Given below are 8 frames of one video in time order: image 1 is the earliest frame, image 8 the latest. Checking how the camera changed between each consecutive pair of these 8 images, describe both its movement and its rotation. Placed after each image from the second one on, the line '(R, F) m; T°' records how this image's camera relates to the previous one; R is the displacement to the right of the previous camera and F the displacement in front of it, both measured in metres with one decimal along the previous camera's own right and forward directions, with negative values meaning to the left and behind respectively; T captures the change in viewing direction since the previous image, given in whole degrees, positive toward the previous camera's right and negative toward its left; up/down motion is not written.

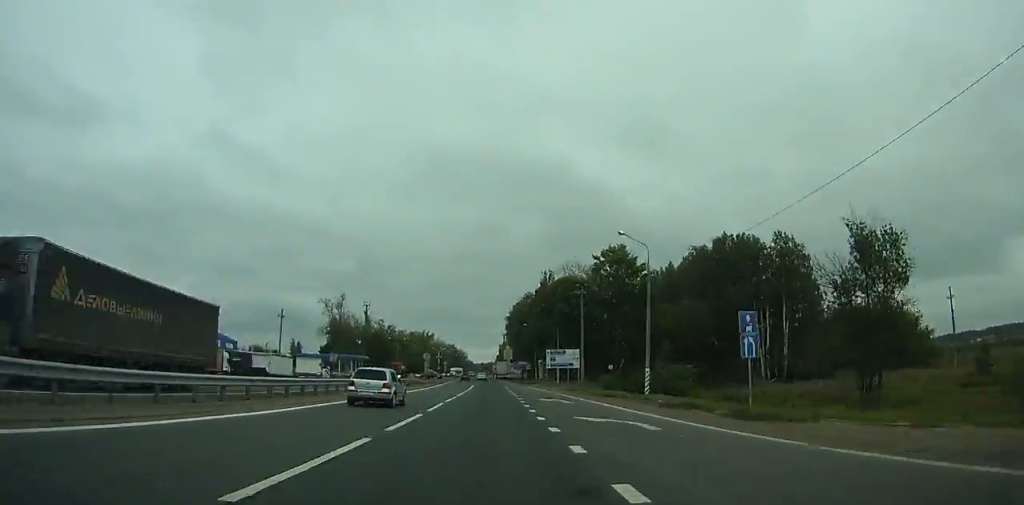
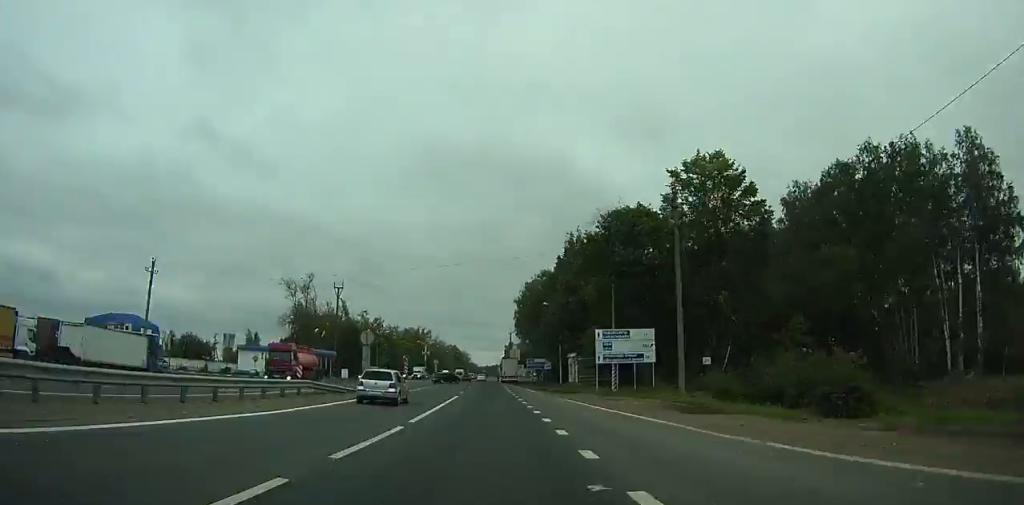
(+0.4, +35.0) m; 0°
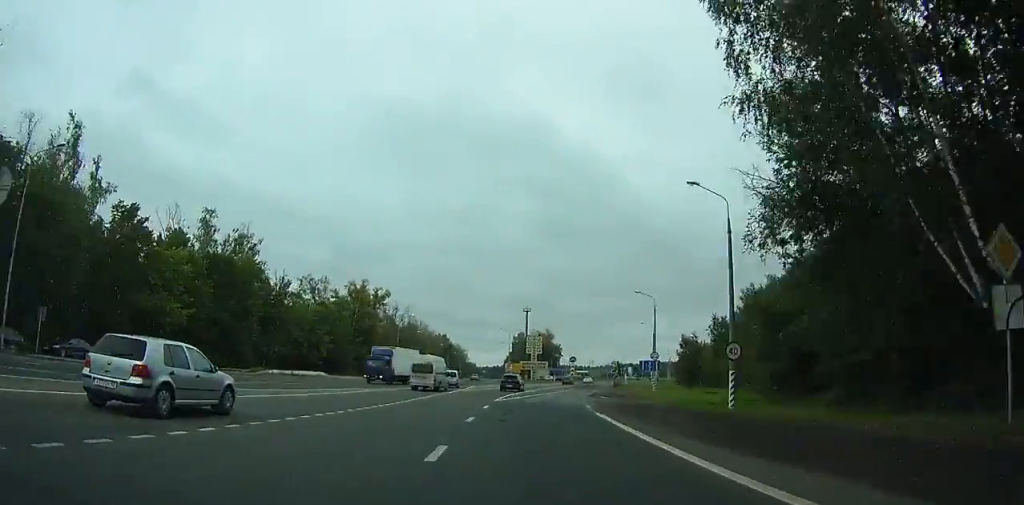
(-3.1, +114.9) m; 0°
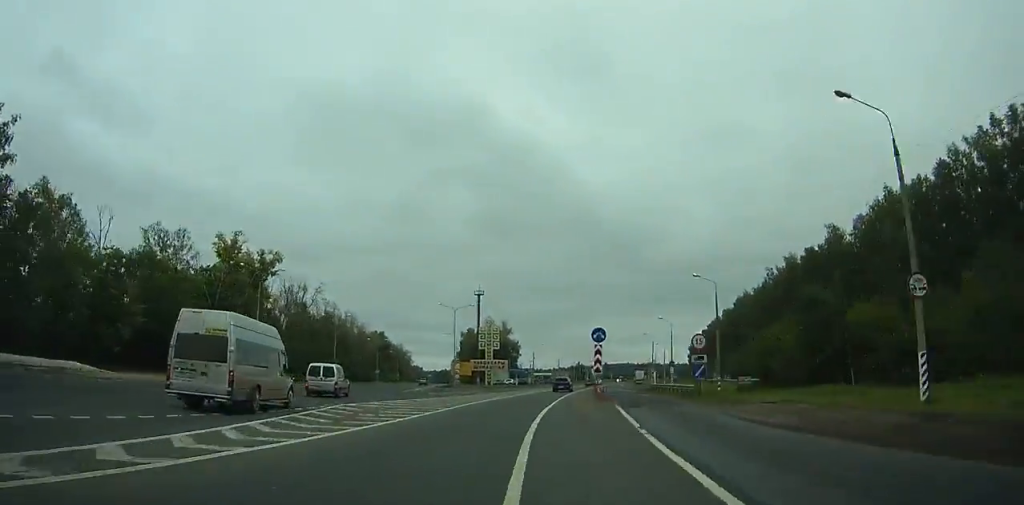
(+1.4, +46.6) m; +5°
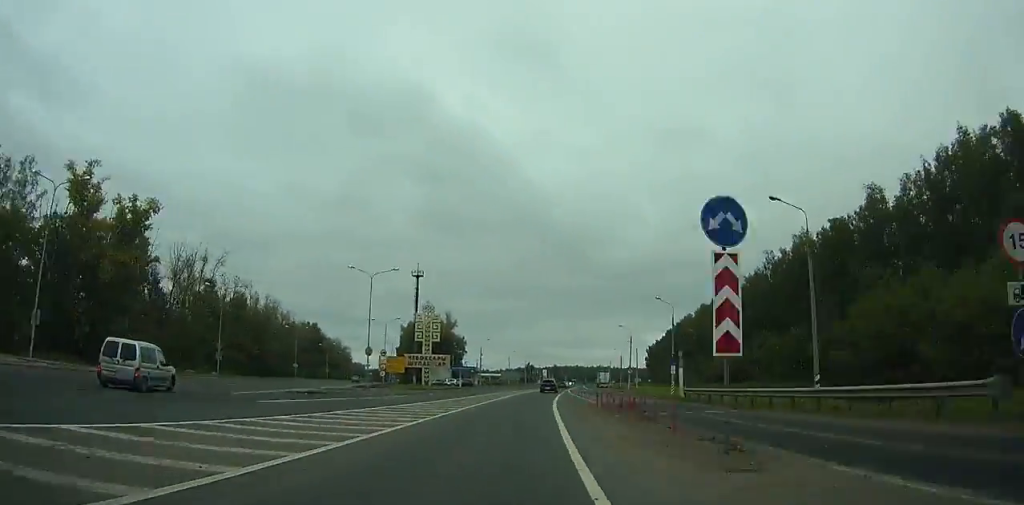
(+0.7, +25.5) m; +4°
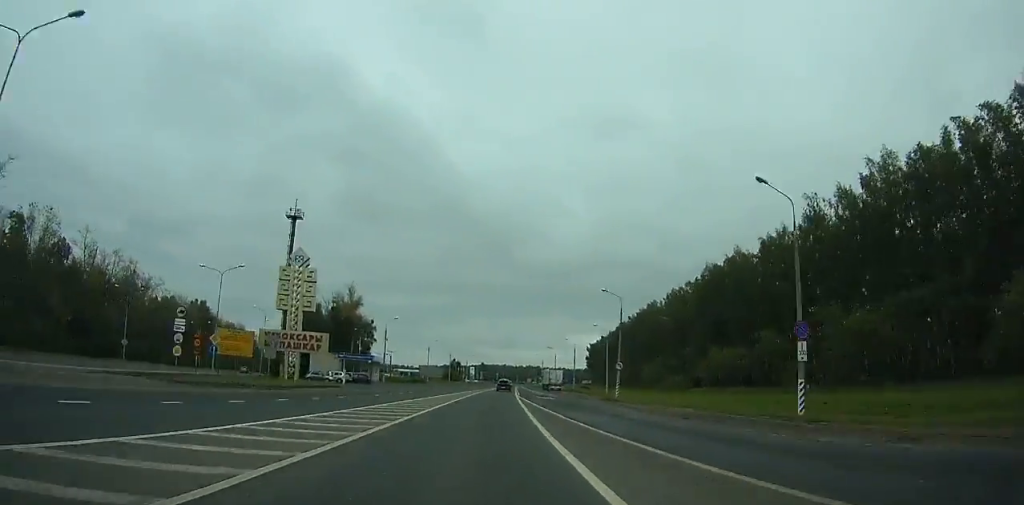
(+2.5, +40.5) m; +5°
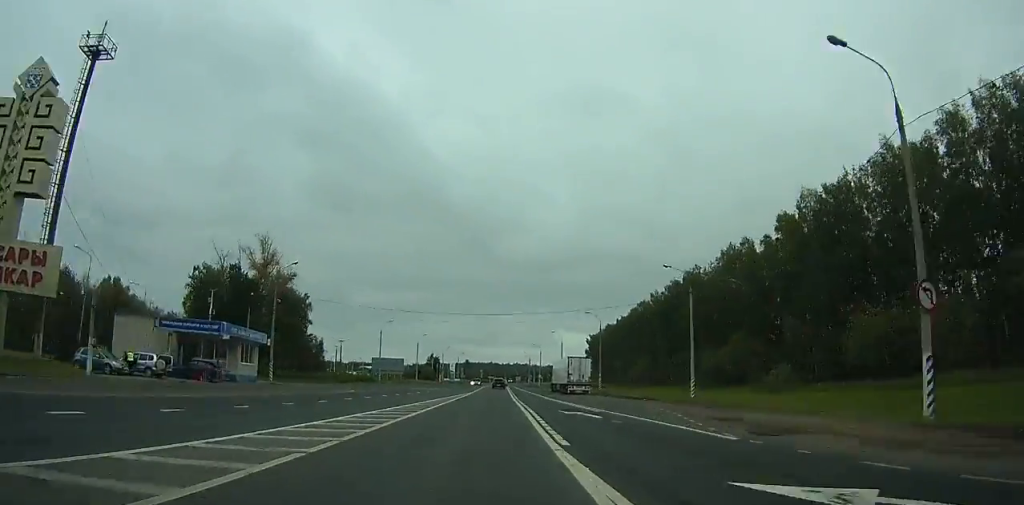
(+1.8, +46.0) m; +3°
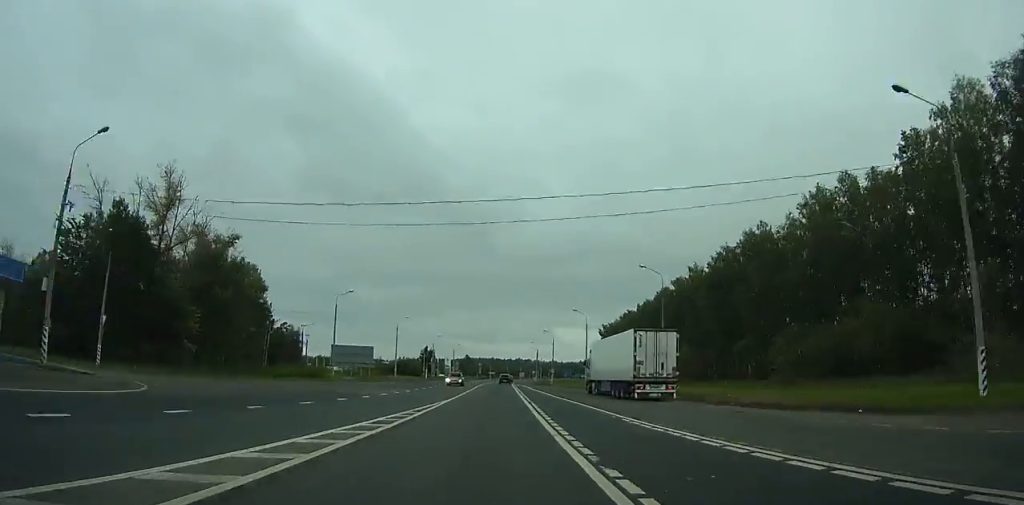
(+0.4, +30.8) m; +1°
